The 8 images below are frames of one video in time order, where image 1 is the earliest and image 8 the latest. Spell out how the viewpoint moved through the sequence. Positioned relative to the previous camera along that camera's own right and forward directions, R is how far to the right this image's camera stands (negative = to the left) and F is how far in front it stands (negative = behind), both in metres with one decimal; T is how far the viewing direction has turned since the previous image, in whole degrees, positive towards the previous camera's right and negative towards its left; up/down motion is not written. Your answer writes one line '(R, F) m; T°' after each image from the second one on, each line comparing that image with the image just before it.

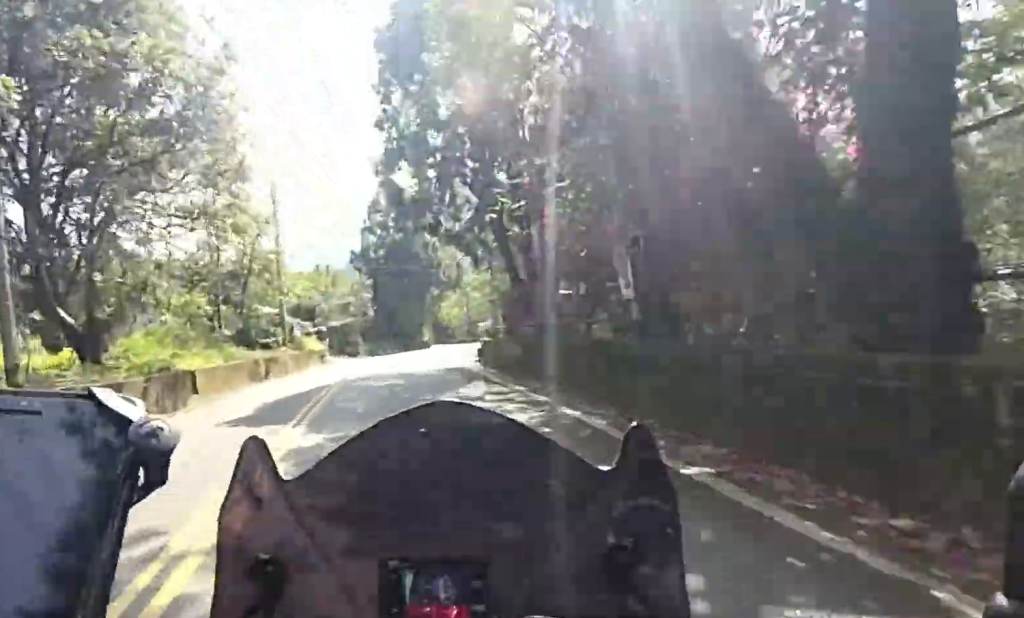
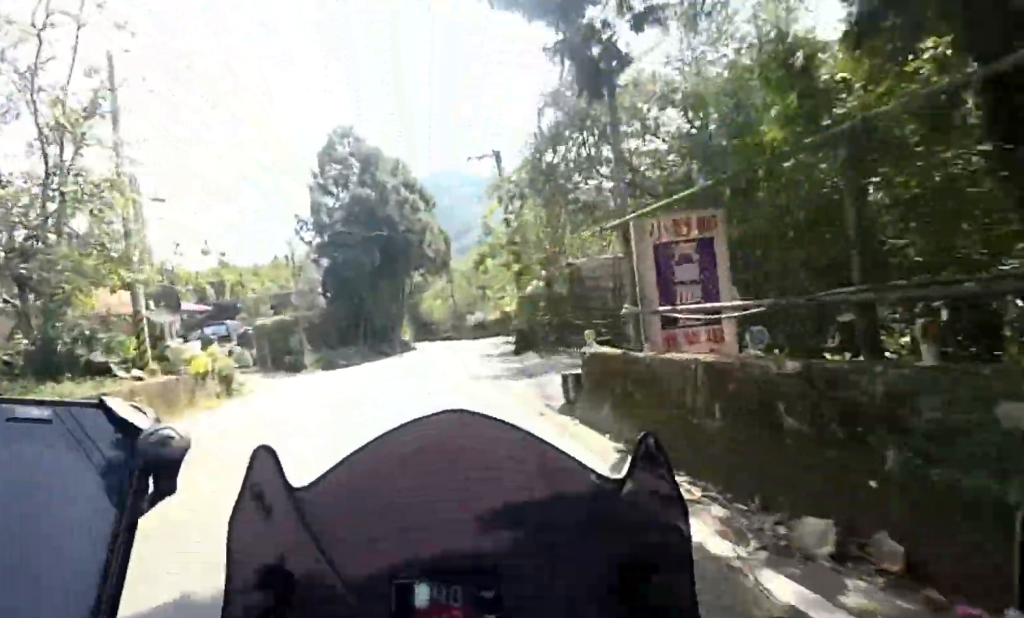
(+1.2, +13.3) m; +8°
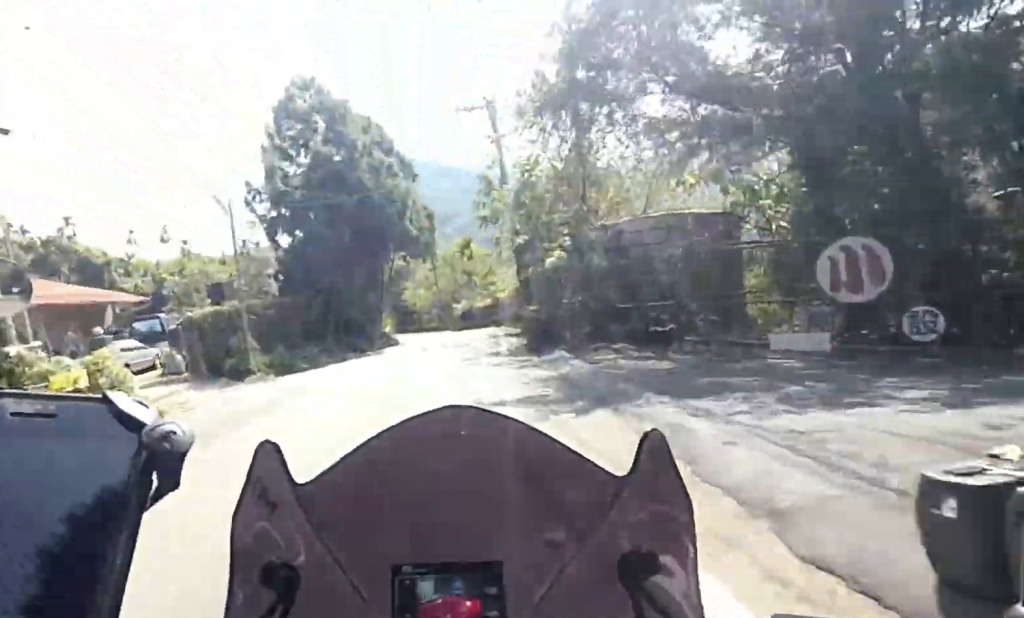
(+0.2, +5.5) m; +2°
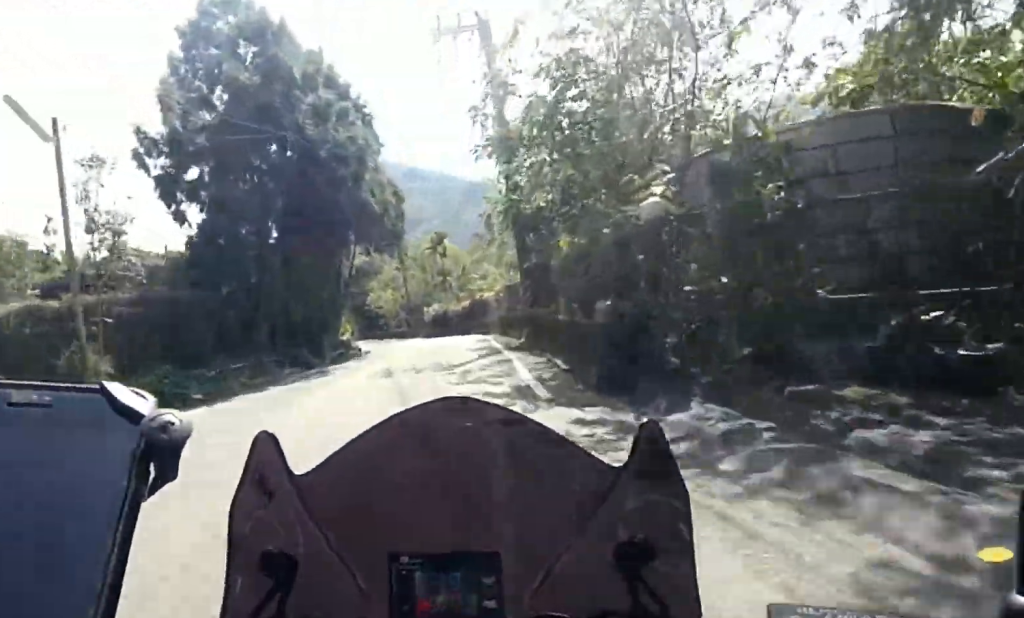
(+0.1, +7.6) m; +1°
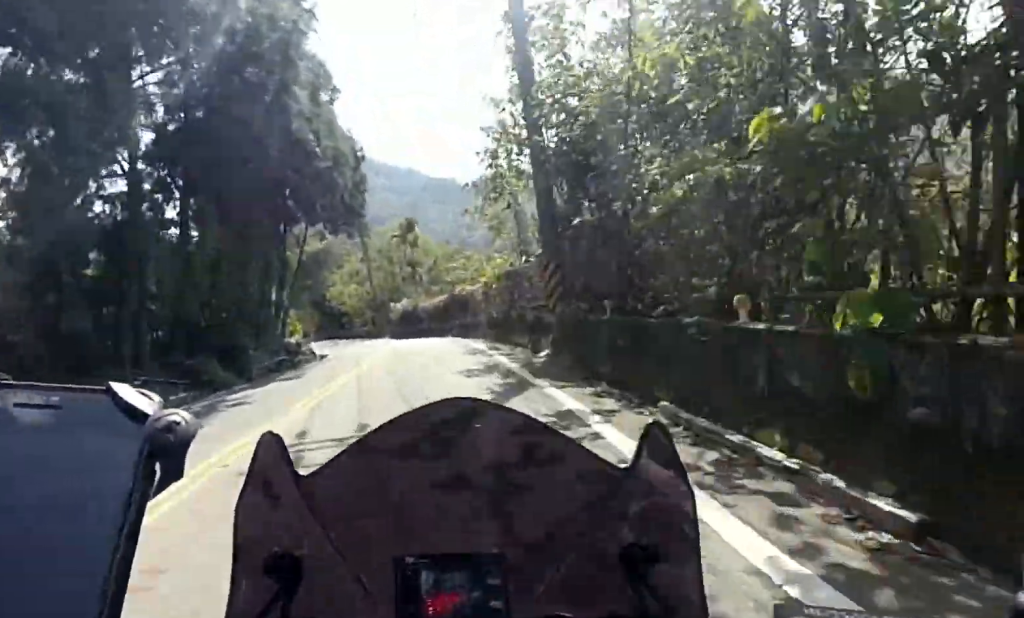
(+0.6, +7.1) m; -4°
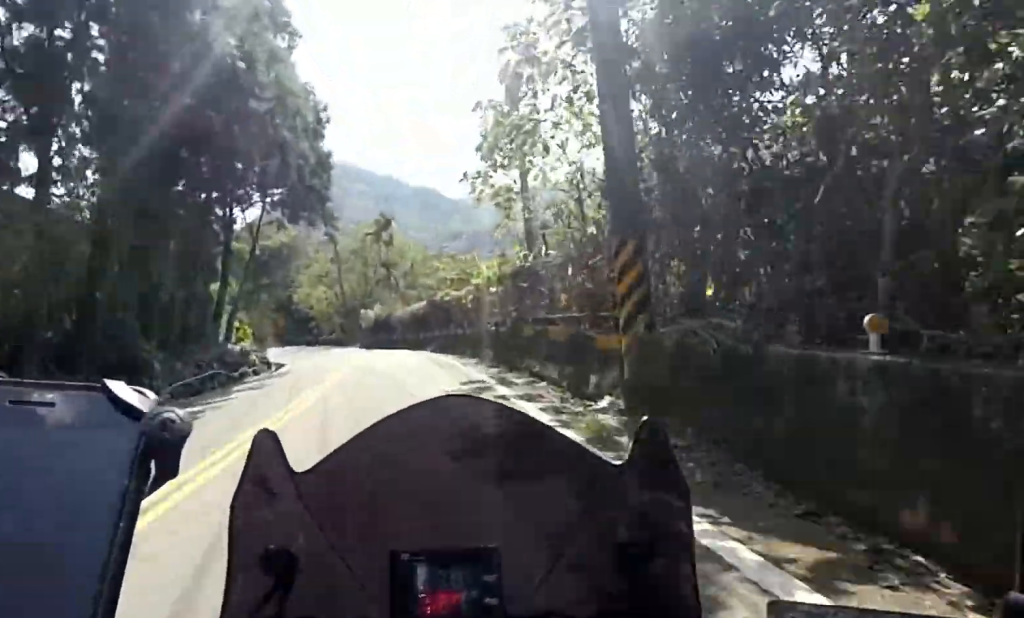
(-0.2, +5.2) m; -3°
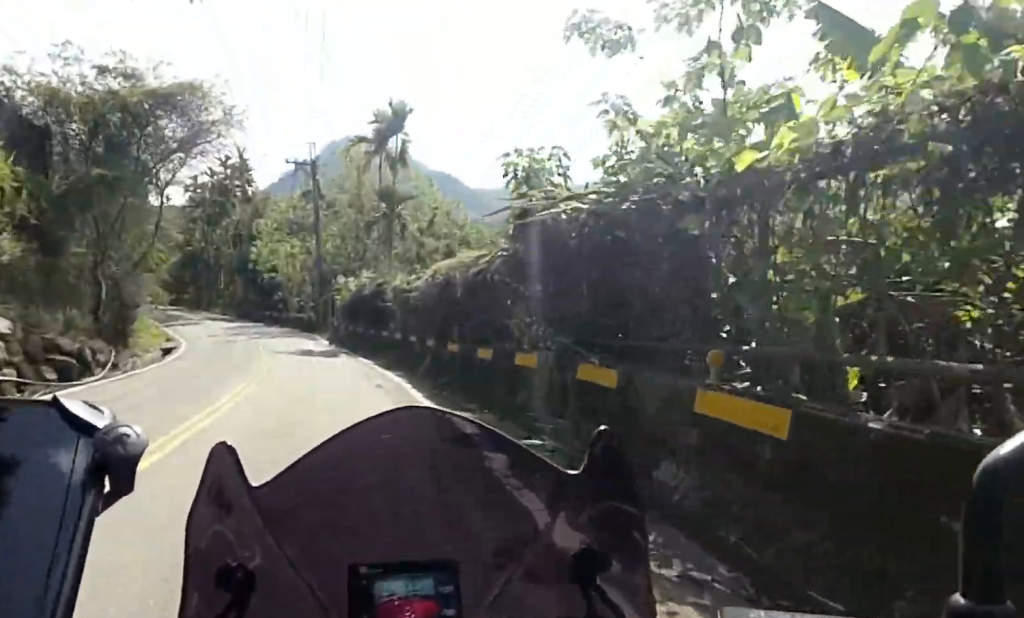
(-1.3, +19.4) m; -1°
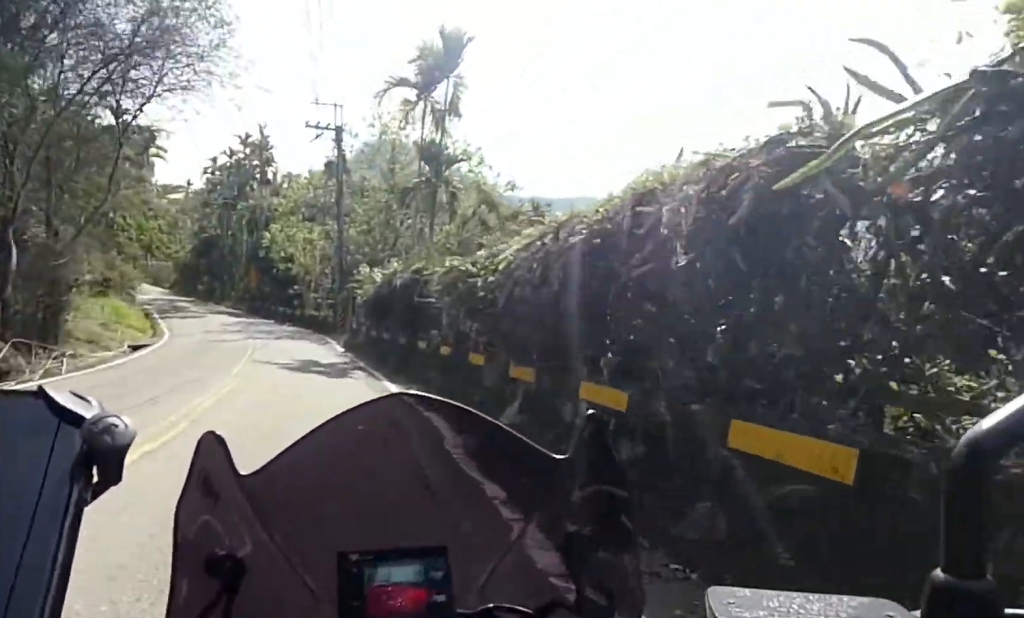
(0.0, +6.9) m; -2°
